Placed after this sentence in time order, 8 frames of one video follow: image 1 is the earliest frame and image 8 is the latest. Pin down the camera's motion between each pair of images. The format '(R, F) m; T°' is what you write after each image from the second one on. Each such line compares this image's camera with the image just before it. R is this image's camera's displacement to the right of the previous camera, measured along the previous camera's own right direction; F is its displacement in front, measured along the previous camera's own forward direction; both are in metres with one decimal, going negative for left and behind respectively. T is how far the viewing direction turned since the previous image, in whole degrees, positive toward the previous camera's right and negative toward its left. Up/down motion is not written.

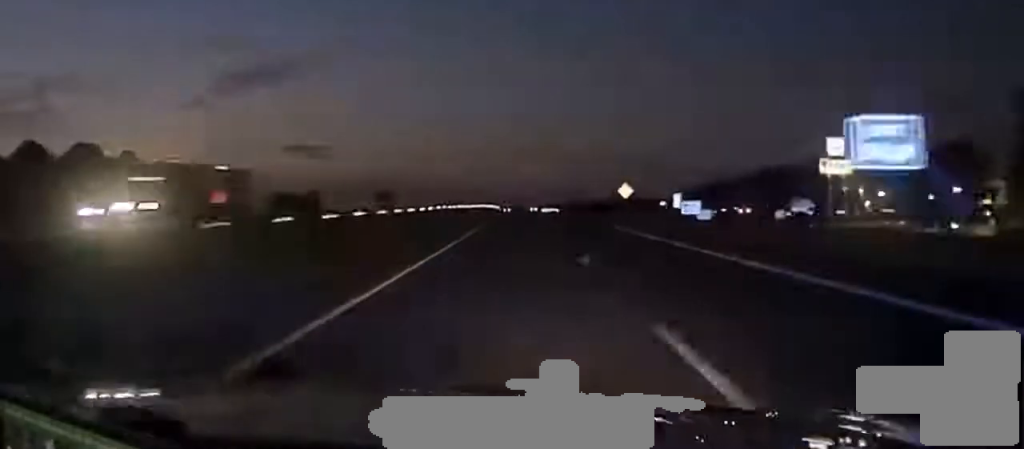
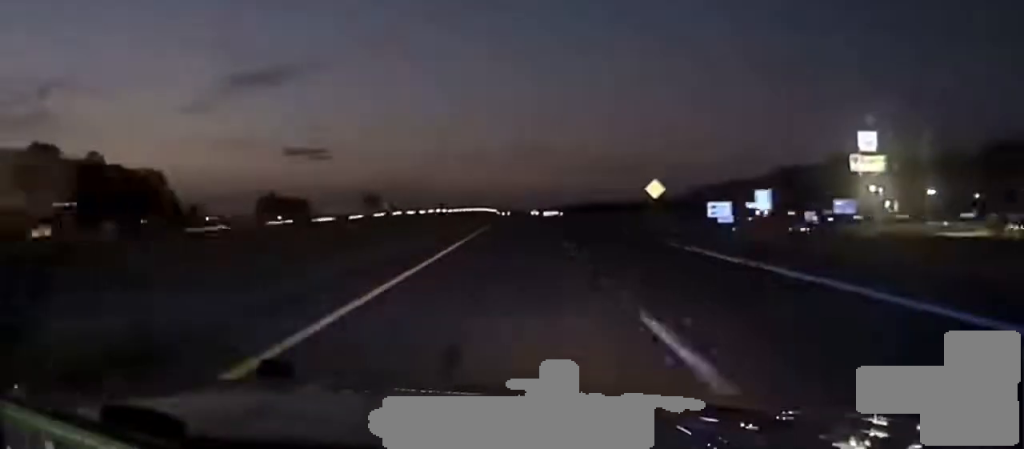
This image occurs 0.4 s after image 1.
(0.0, +25.0) m; 0°
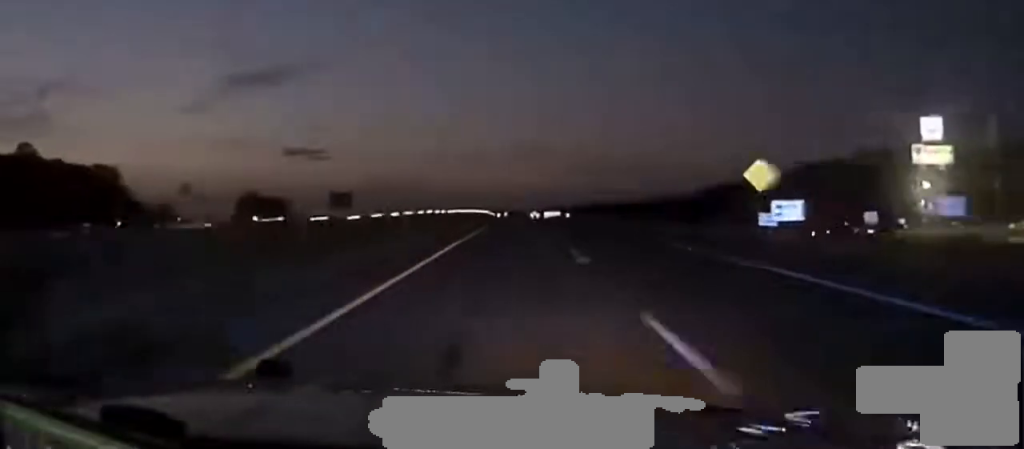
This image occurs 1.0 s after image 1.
(0.0, +36.0) m; 0°
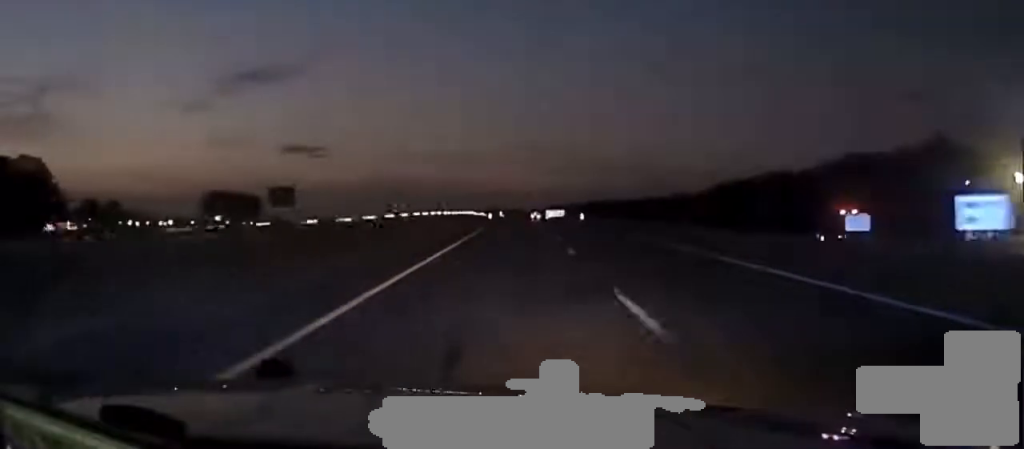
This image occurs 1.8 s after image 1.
(0.0, +42.1) m; 0°
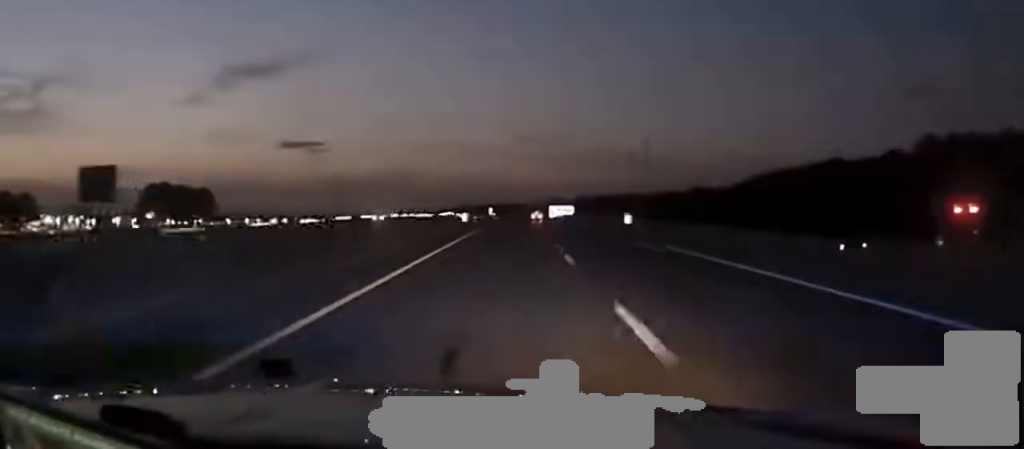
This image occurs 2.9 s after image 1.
(+0.2, +56.7) m; +1°
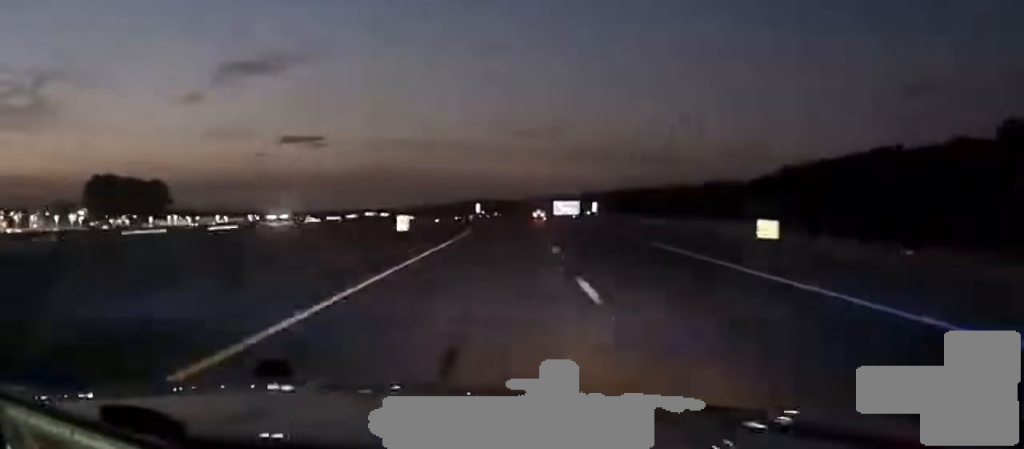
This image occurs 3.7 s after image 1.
(+0.2, +42.1) m; 0°
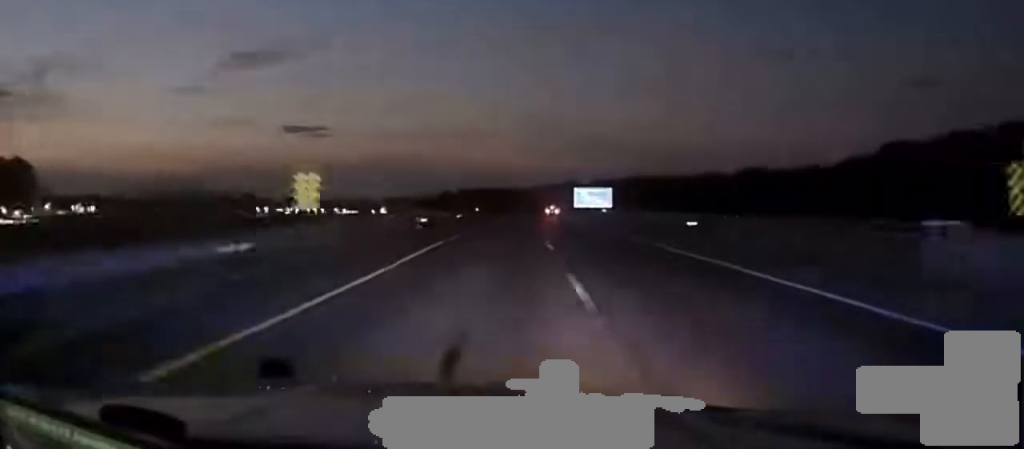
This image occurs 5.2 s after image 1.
(+0.1, +85.5) m; 0°
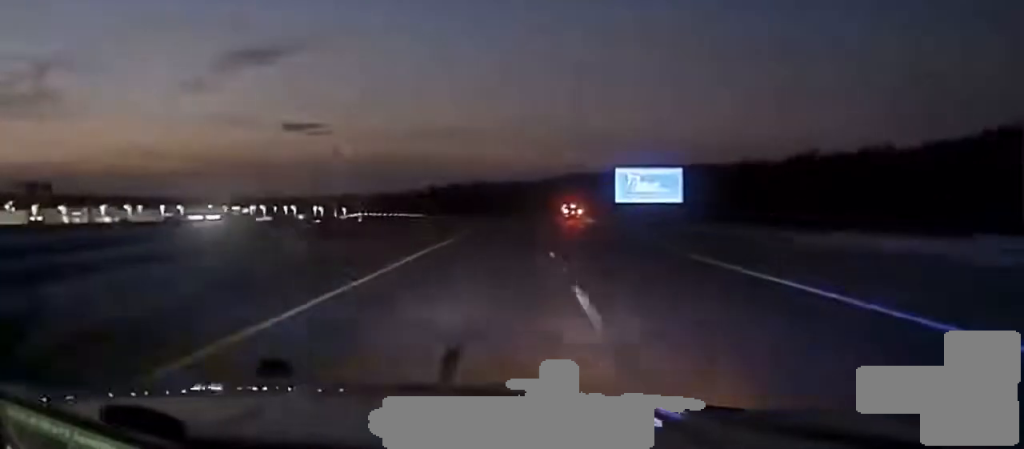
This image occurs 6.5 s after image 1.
(-0.1, +78.6) m; 0°
